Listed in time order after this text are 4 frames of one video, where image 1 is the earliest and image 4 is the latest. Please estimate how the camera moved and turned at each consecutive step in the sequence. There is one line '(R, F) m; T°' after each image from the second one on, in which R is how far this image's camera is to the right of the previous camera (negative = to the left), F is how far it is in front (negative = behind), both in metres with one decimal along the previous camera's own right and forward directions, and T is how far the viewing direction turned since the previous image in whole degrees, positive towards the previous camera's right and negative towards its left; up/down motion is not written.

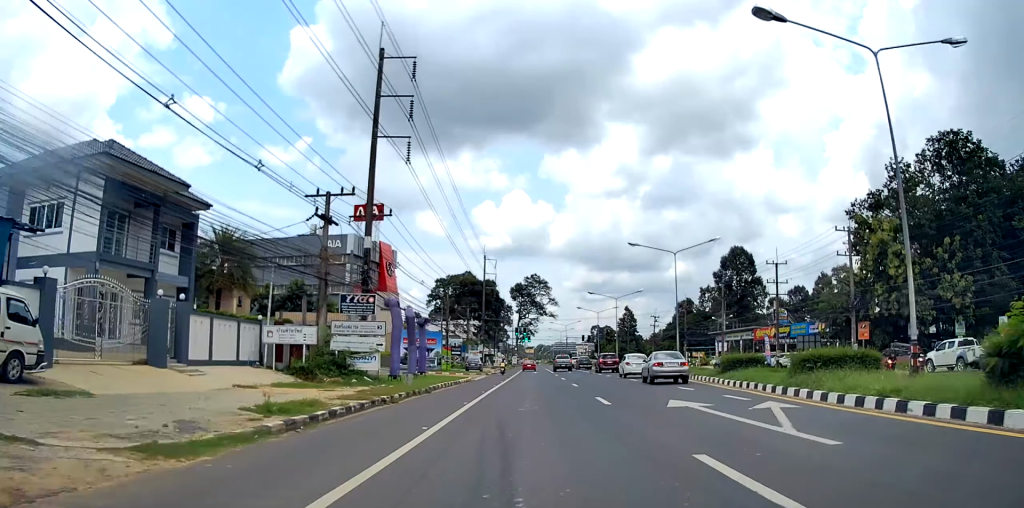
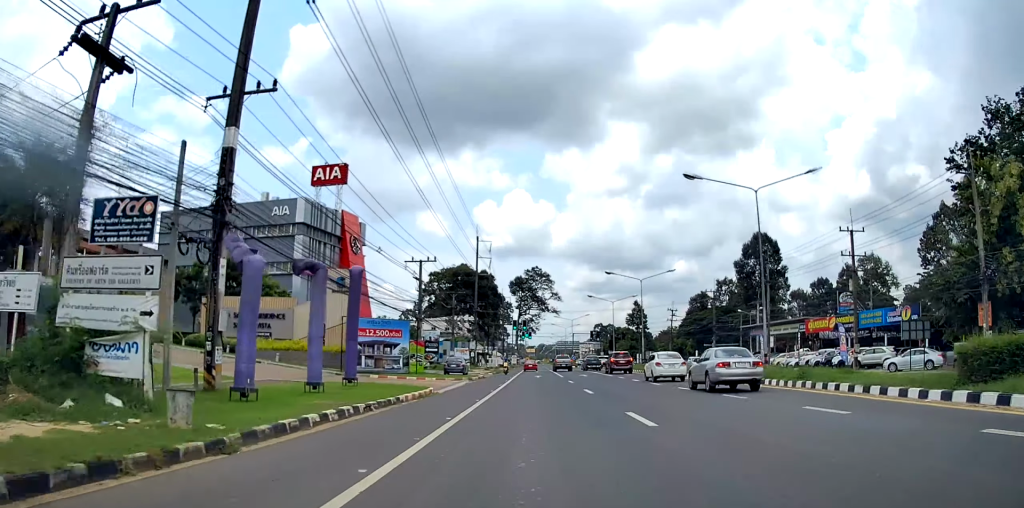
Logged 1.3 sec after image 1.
(0.0, +16.6) m; -1°
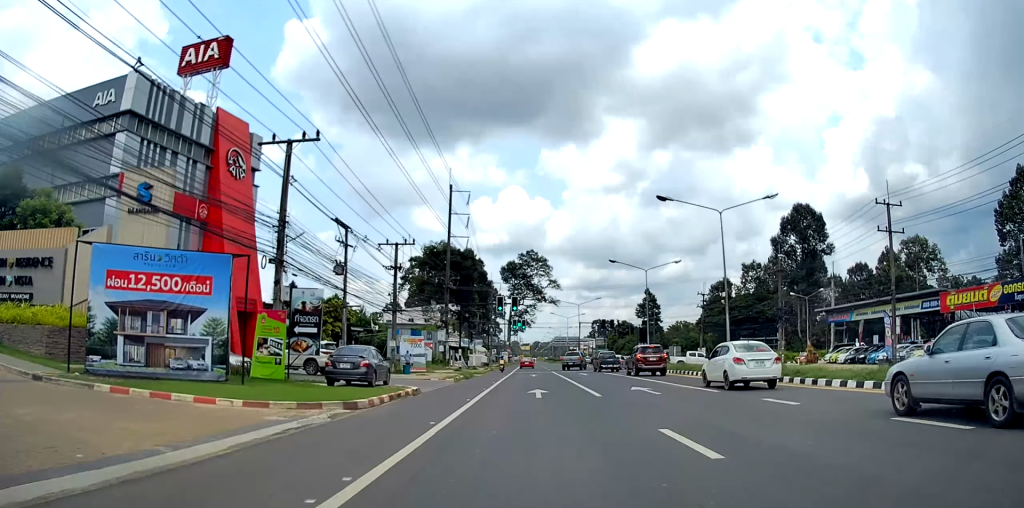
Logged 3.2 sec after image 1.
(+0.3, +26.4) m; +3°
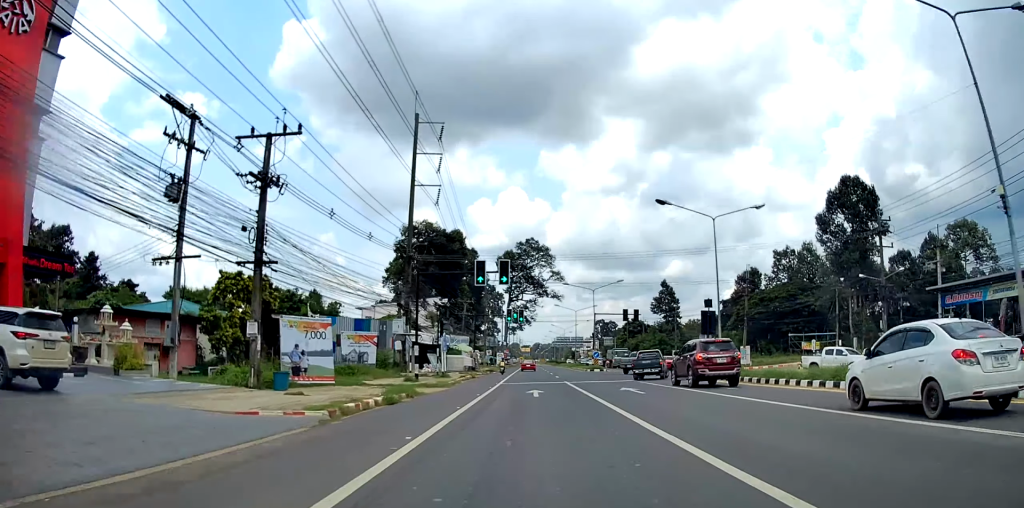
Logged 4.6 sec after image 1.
(+0.1, +20.9) m; 0°
